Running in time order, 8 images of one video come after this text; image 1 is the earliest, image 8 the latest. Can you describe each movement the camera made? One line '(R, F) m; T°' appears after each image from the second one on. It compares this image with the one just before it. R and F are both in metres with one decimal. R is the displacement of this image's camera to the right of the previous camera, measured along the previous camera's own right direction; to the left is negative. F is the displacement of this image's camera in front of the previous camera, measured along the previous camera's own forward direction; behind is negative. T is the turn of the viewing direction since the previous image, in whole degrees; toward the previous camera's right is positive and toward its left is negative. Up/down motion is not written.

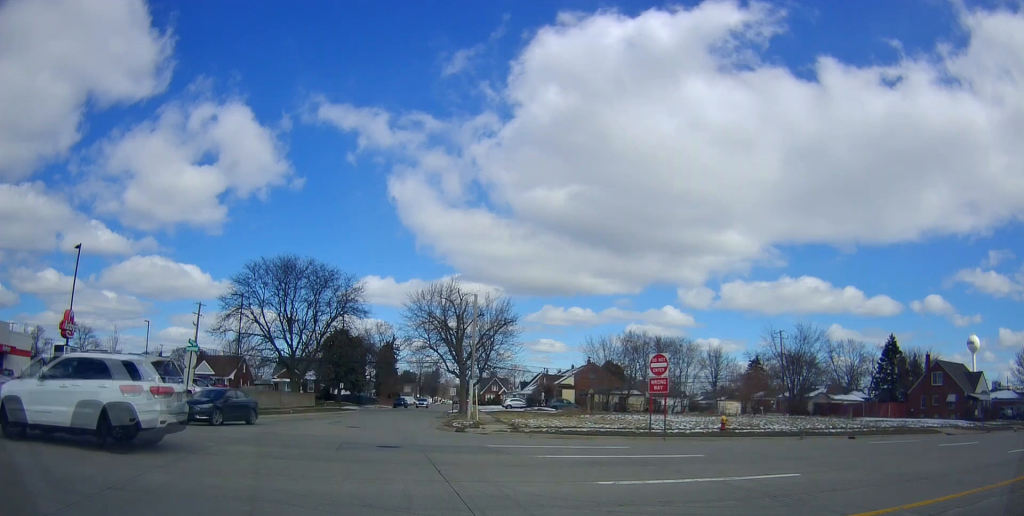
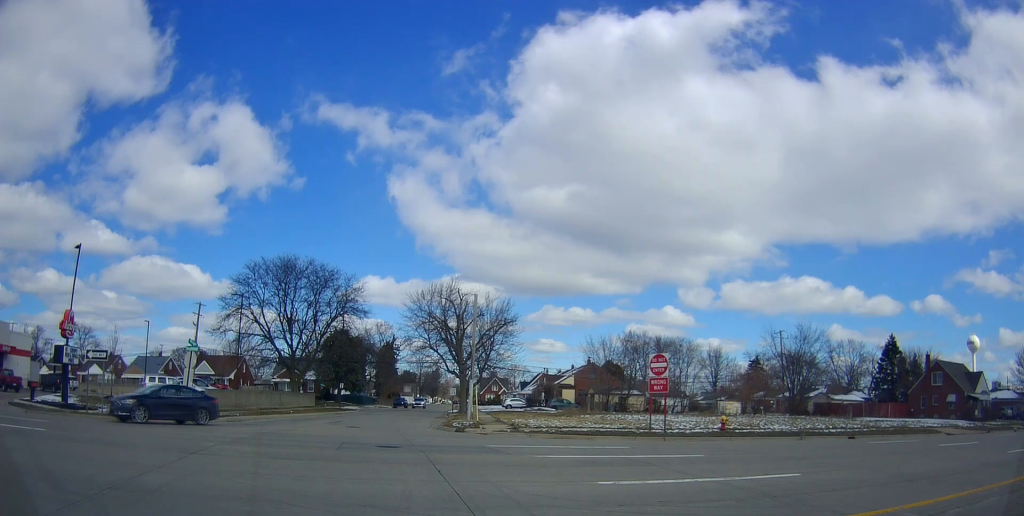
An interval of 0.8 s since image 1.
(0.0, 0.0) m; 0°
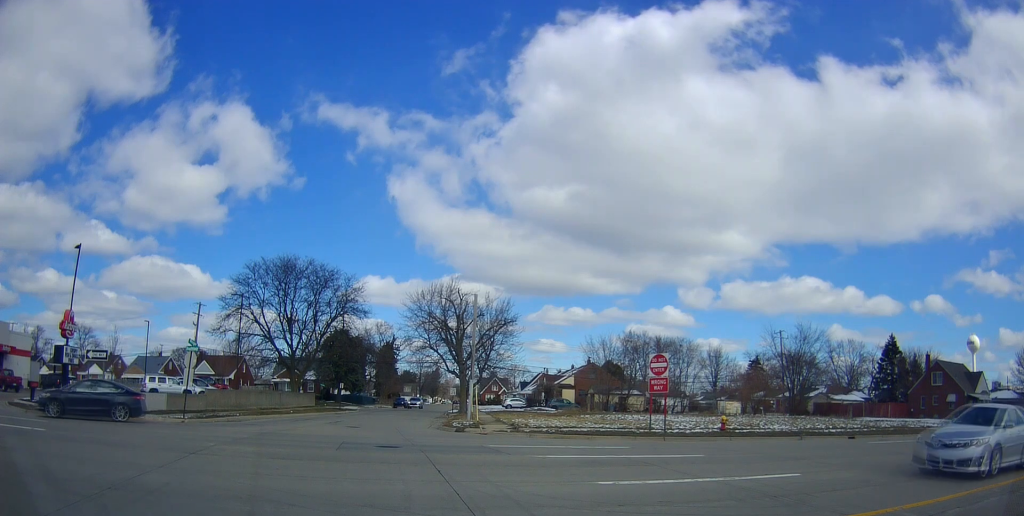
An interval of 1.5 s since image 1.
(0.0, 0.0) m; 0°
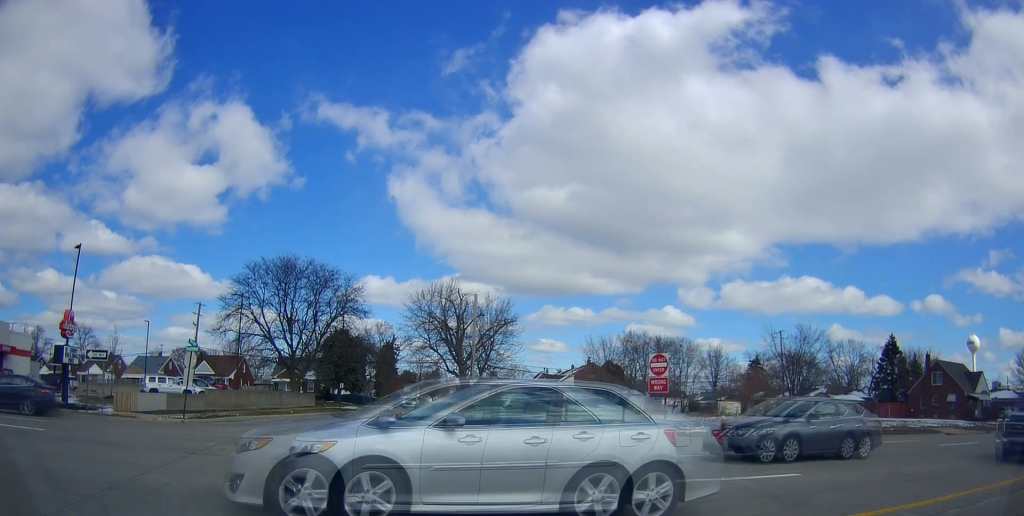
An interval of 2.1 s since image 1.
(0.0, 0.0) m; 0°
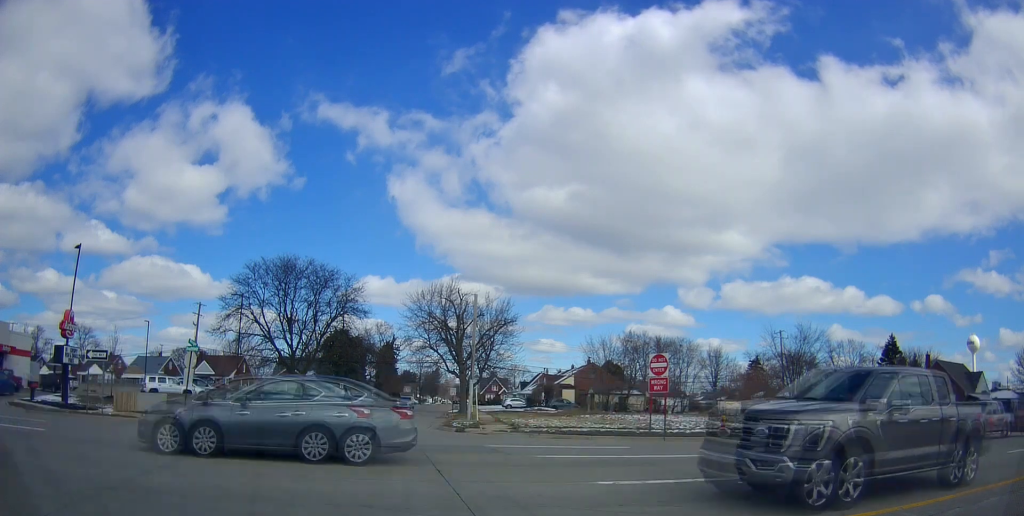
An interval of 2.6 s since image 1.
(0.0, 0.0) m; 0°
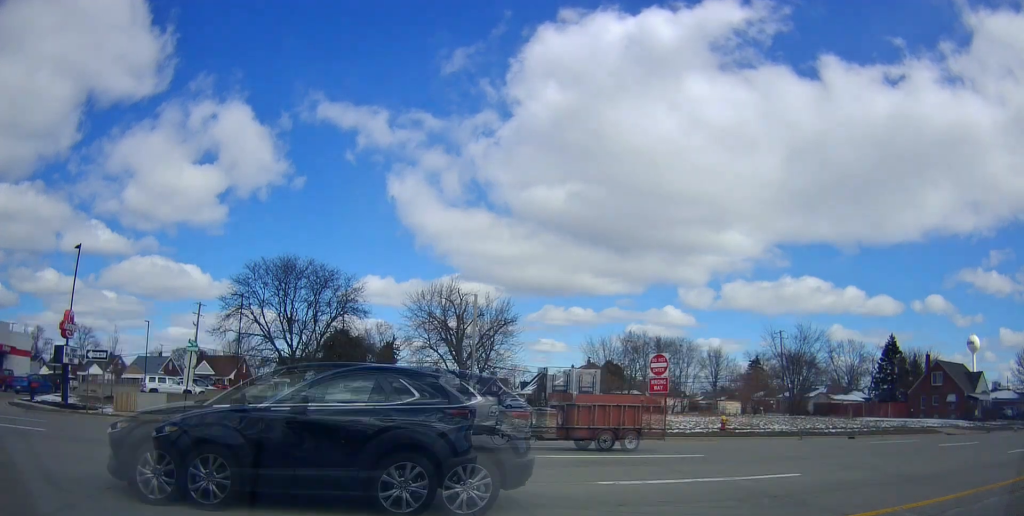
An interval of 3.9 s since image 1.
(0.0, 0.0) m; 0°
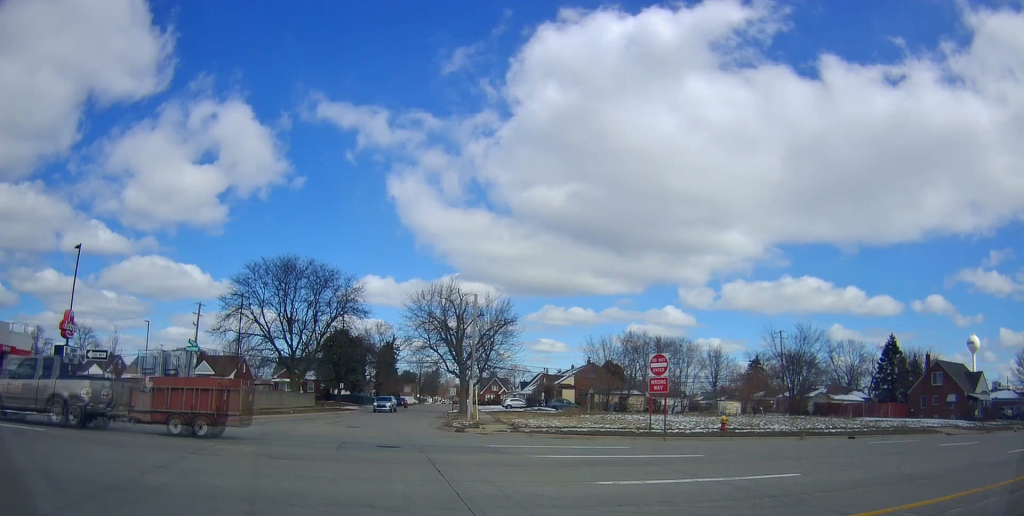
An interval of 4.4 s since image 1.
(0.0, 0.0) m; 0°
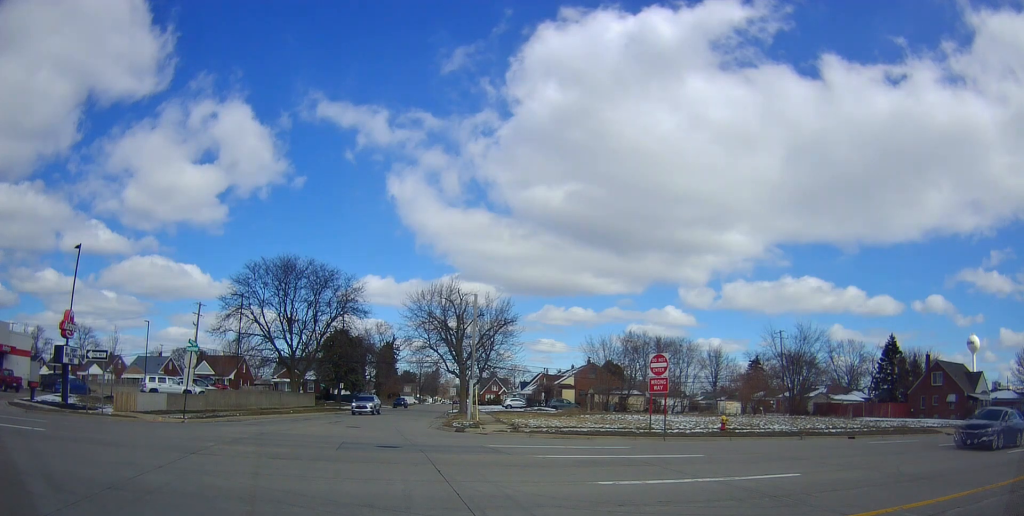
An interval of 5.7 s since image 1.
(0.0, 0.0) m; 0°
